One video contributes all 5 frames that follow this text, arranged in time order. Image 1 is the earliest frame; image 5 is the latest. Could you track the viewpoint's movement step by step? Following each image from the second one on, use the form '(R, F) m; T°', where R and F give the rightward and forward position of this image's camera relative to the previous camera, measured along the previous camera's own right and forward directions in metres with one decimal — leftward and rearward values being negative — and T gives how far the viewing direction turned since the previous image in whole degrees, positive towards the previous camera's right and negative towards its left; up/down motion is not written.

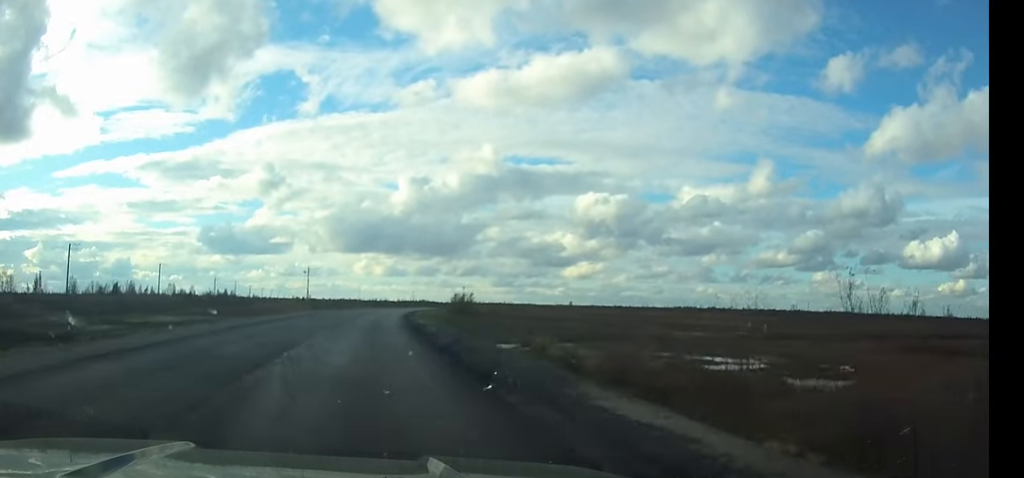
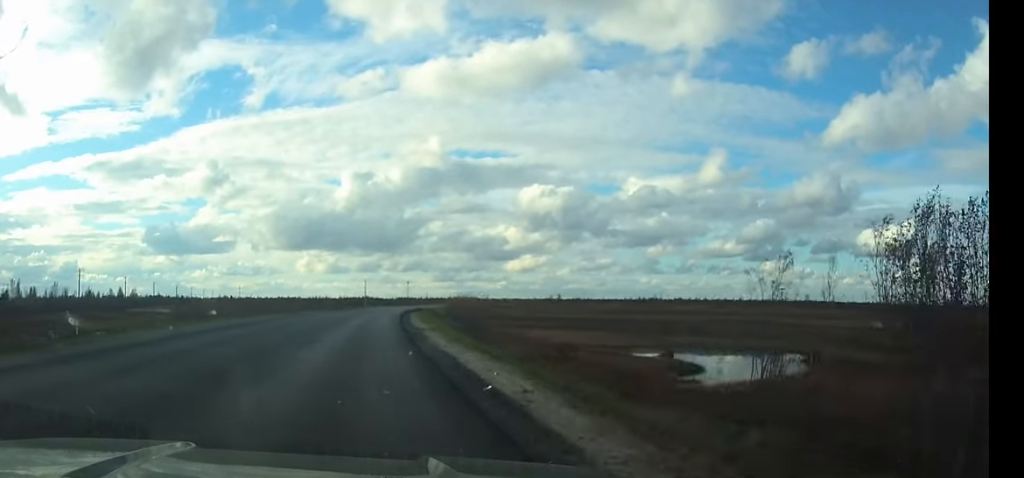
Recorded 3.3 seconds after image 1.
(+3.8, +95.1) m; +5°
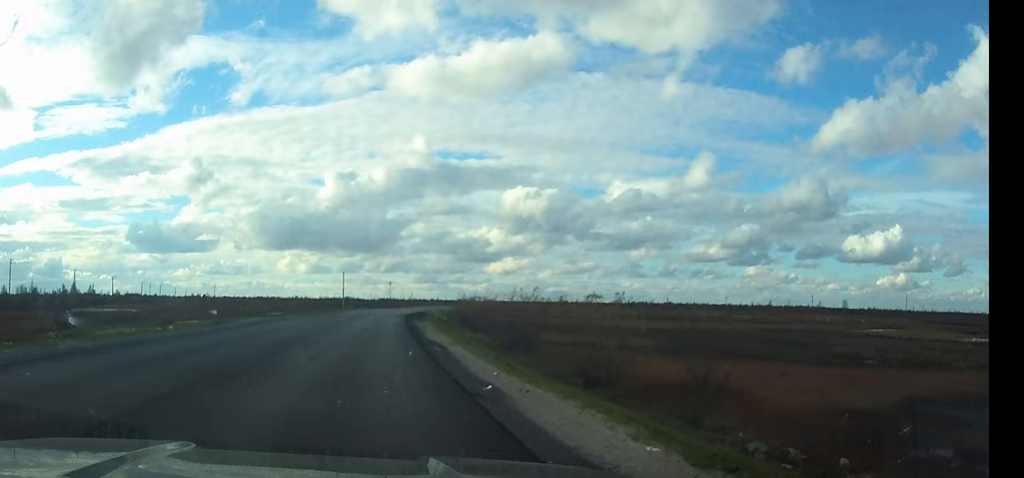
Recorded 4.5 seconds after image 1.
(+0.6, +36.3) m; +2°
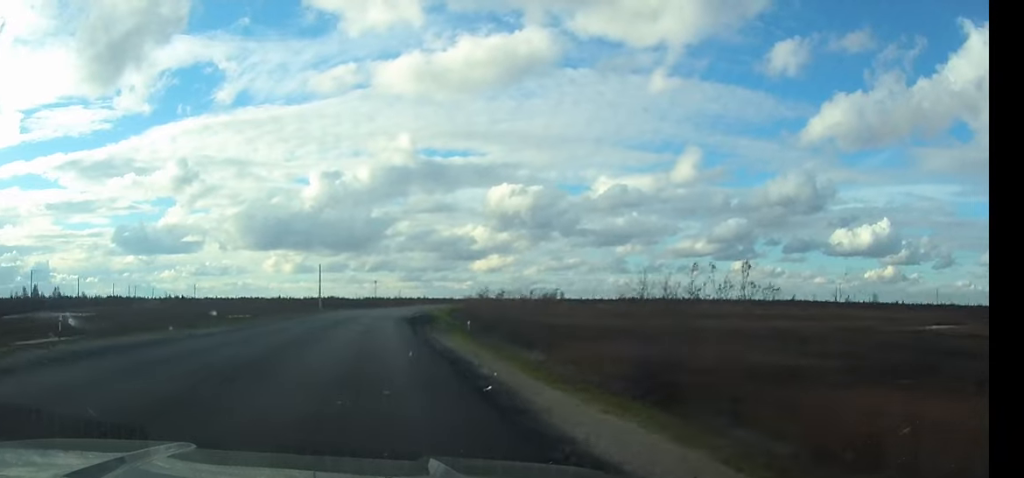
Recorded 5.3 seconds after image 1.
(+0.3, +25.6) m; +1°
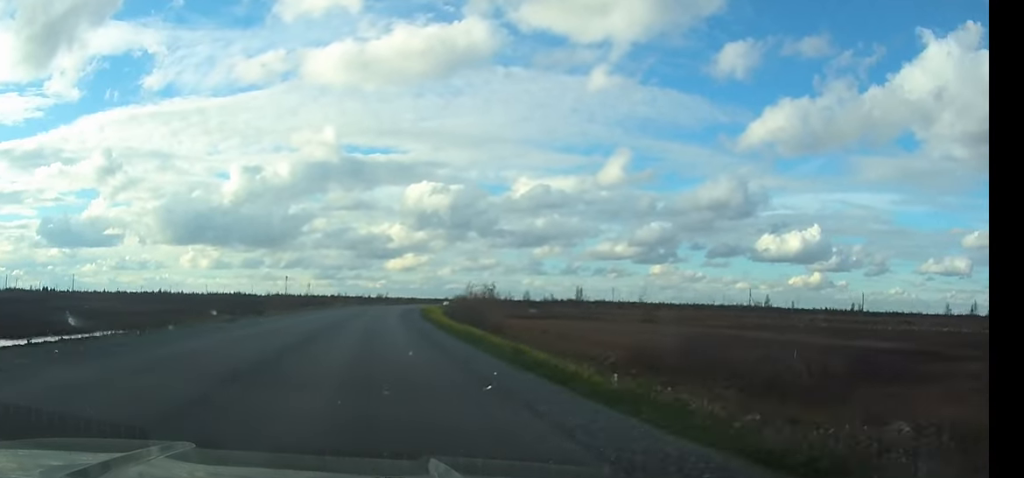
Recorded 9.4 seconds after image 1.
(+8.0, +118.3) m; +8°
